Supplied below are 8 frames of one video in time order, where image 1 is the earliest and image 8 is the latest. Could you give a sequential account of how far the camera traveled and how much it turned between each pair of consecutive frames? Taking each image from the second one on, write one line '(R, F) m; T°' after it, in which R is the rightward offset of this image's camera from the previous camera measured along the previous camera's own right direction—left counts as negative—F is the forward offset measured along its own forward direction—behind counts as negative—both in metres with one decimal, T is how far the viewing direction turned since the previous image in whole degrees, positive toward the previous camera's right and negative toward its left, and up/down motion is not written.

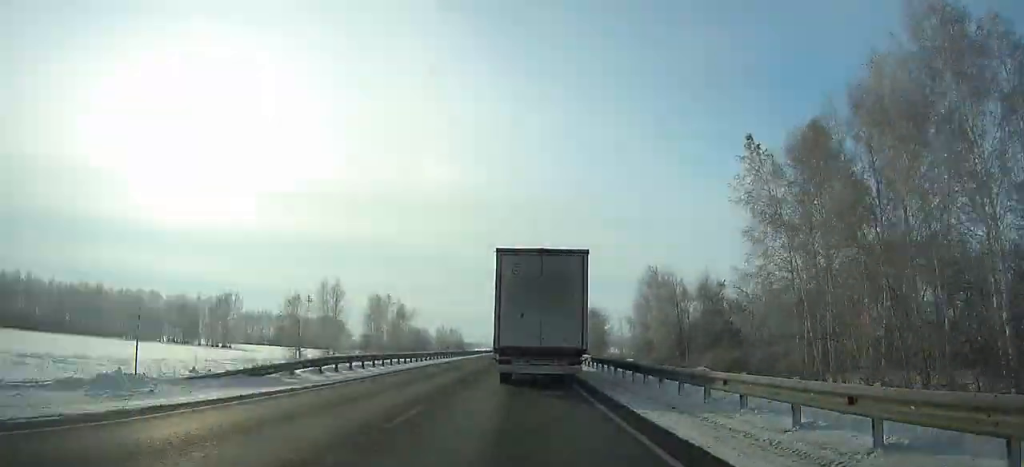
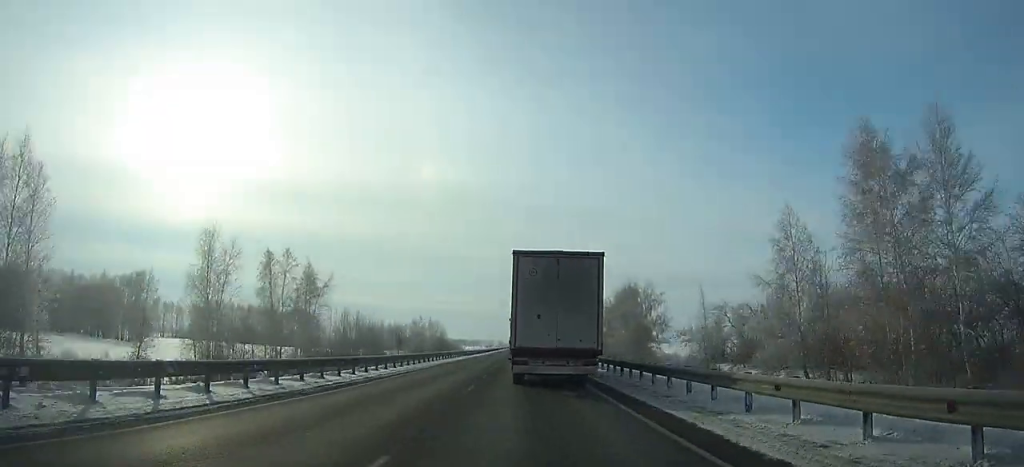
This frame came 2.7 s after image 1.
(+0.1, +53.1) m; 0°
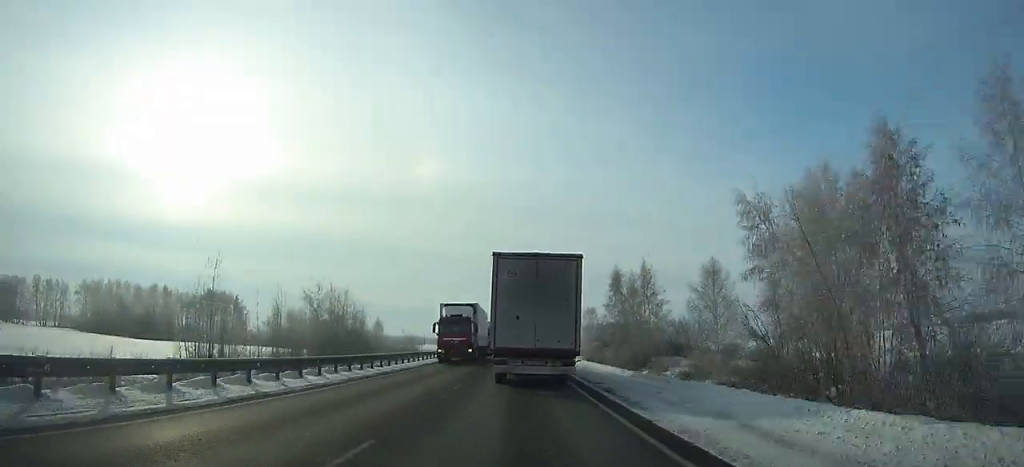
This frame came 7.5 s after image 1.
(+0.3, +95.2) m; 0°
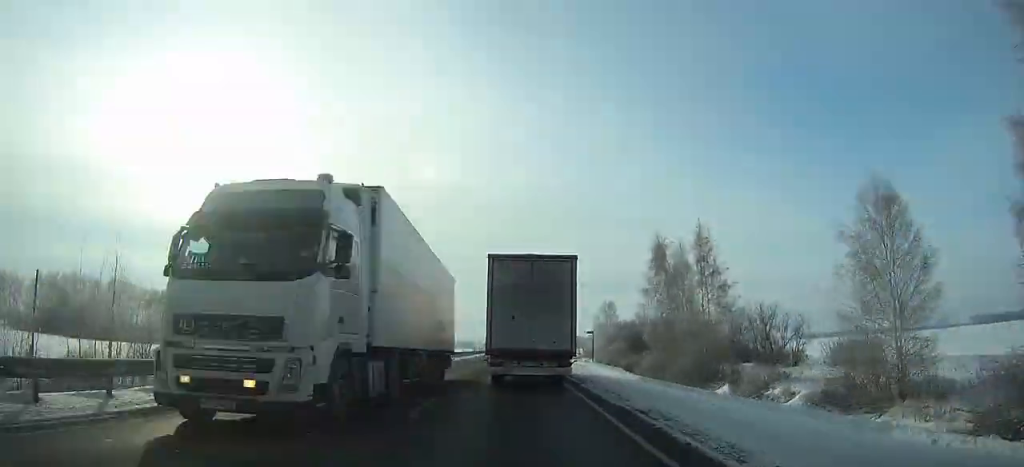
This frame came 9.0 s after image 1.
(-0.1, +30.0) m; 0°
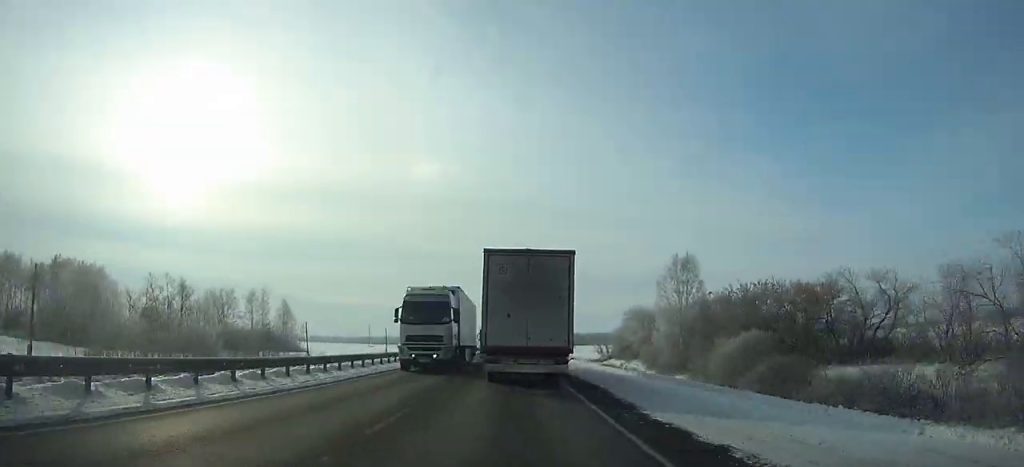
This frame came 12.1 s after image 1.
(+0.2, +62.6) m; 0°
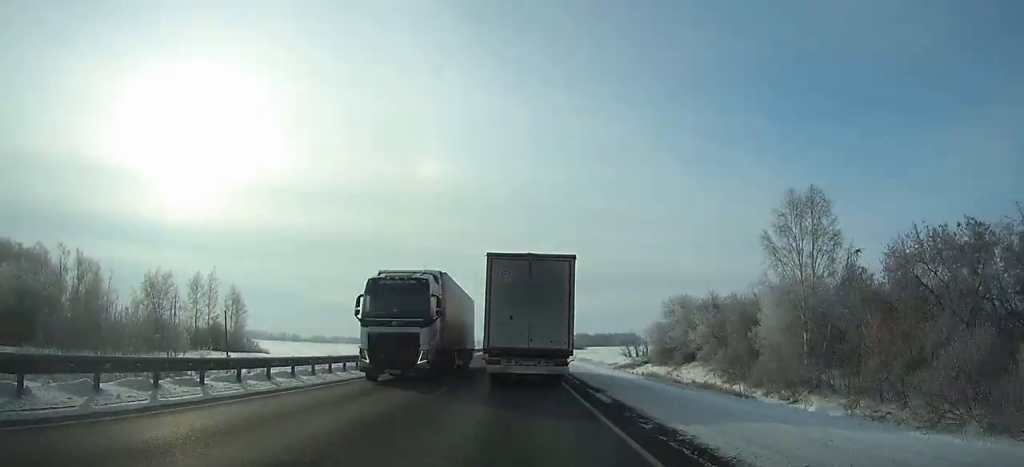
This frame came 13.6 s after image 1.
(-0.2, +30.6) m; 0°
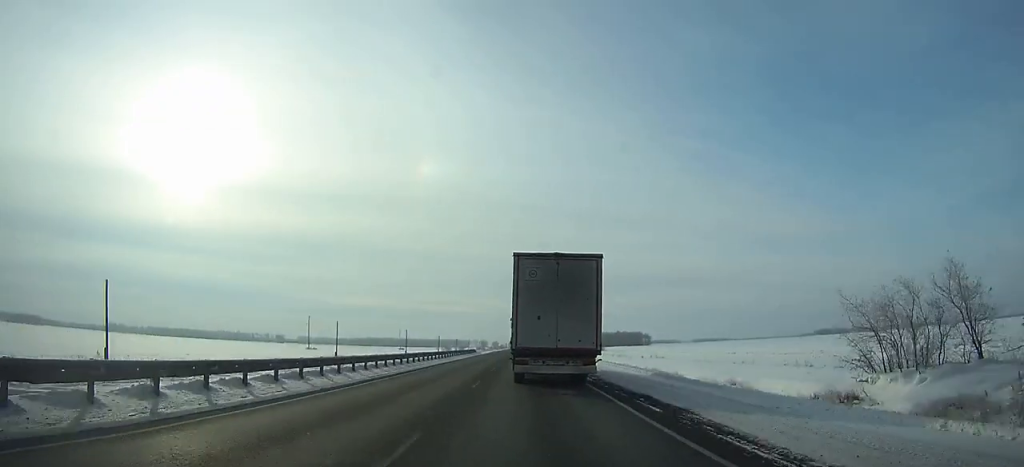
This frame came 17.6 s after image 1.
(-0.1, +82.4) m; 0°
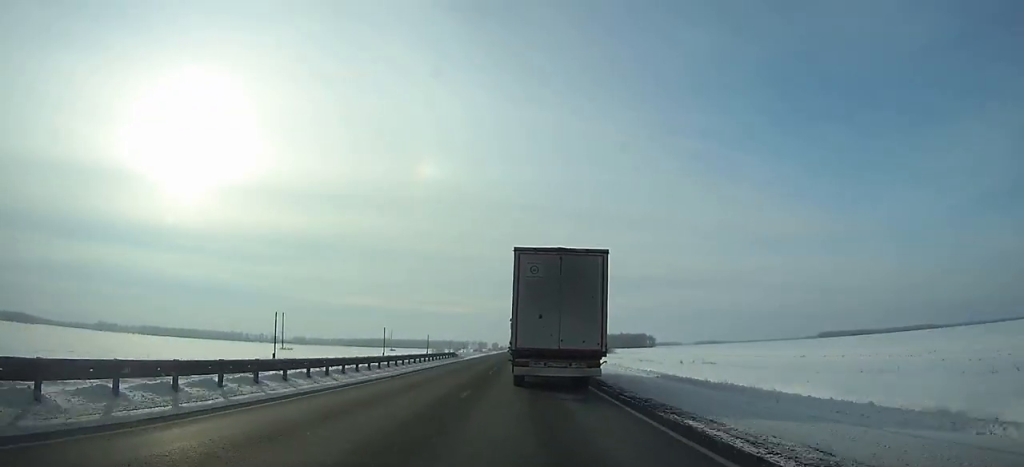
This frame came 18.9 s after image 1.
(0.0, +27.0) m; 0°
